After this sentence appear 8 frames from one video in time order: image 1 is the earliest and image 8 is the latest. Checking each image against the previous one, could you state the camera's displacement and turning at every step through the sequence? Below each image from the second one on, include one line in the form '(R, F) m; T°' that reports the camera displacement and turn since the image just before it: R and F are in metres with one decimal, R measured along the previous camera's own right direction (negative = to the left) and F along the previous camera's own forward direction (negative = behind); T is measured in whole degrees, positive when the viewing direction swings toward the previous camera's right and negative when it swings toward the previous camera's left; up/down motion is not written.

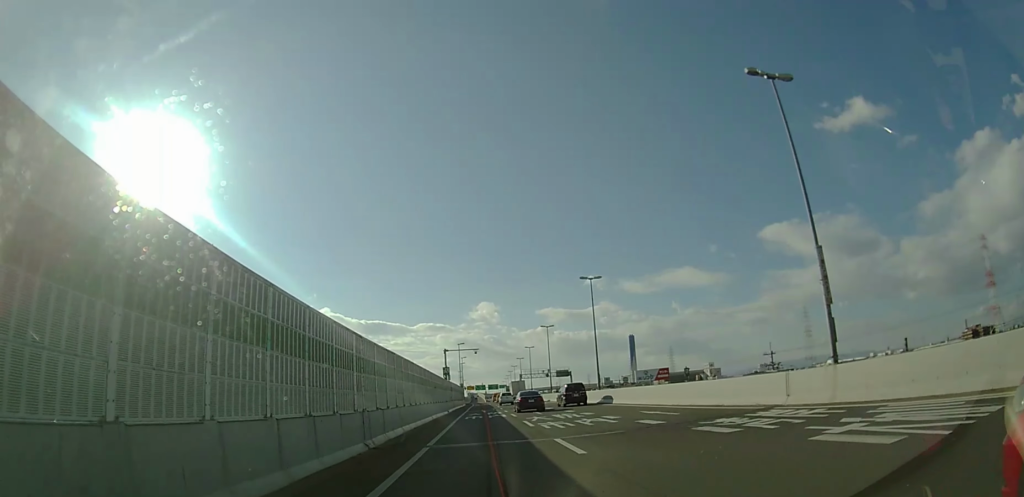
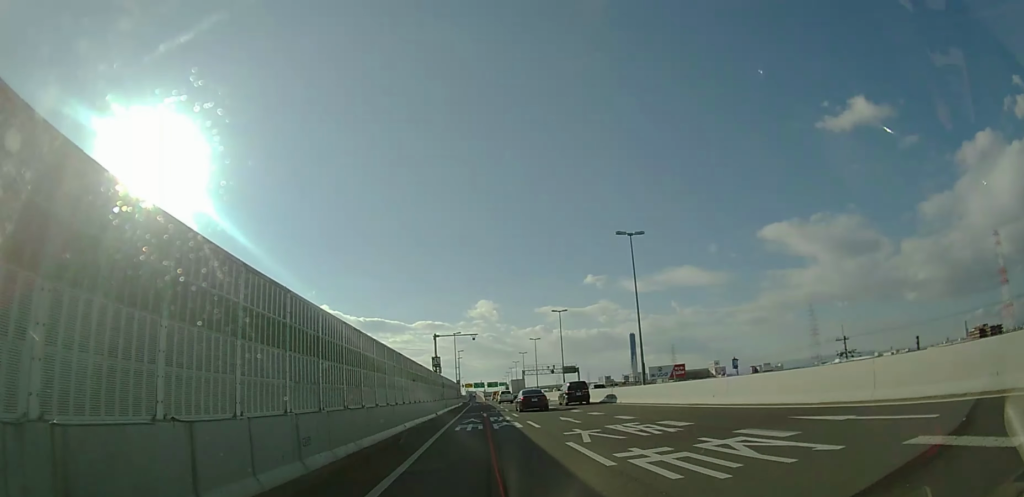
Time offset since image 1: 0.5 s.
(0.0, +11.9) m; +1°
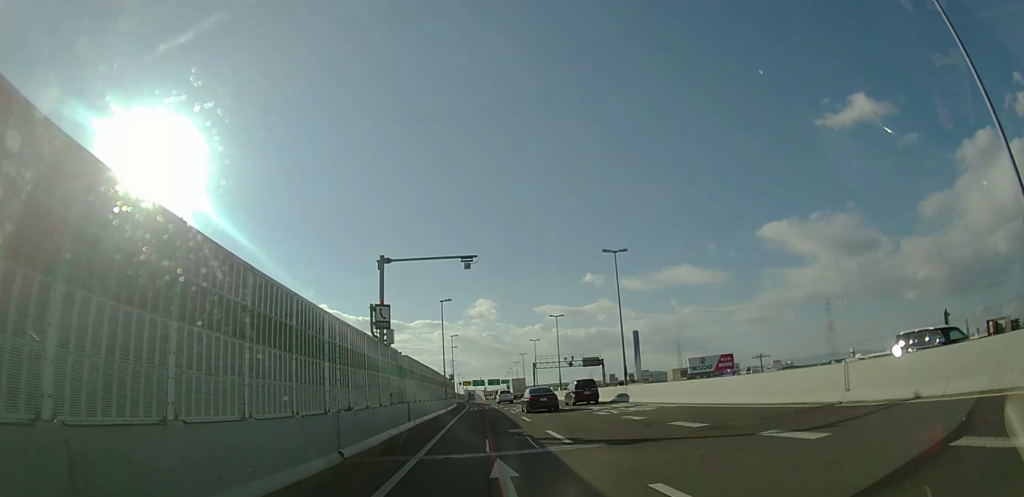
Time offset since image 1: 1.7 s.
(+0.4, +25.9) m; +1°
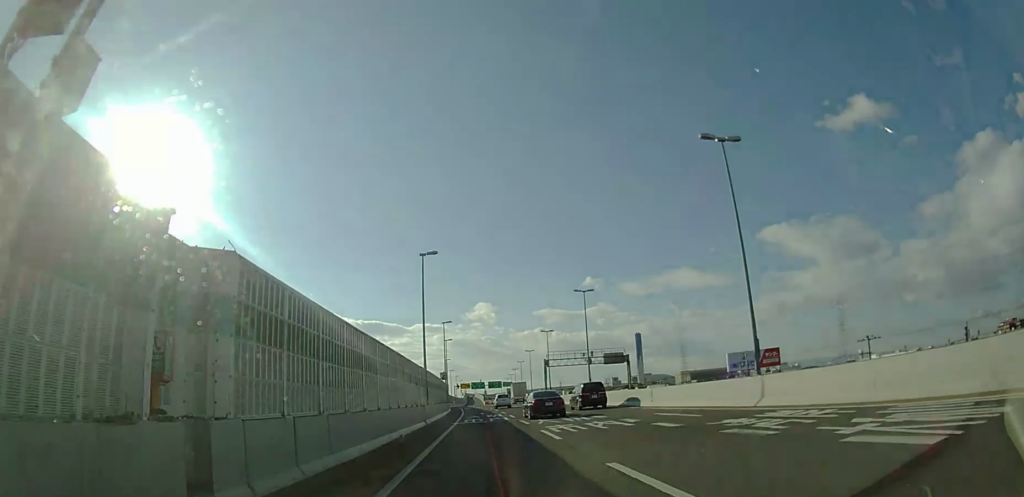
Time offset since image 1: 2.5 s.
(+0.1, +17.6) m; 0°
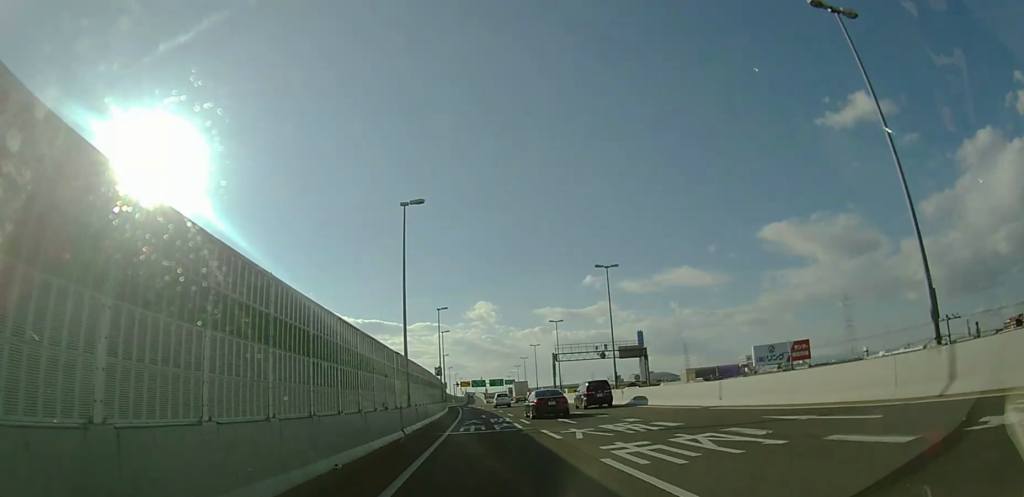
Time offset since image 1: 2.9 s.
(0.0, +9.5) m; 0°
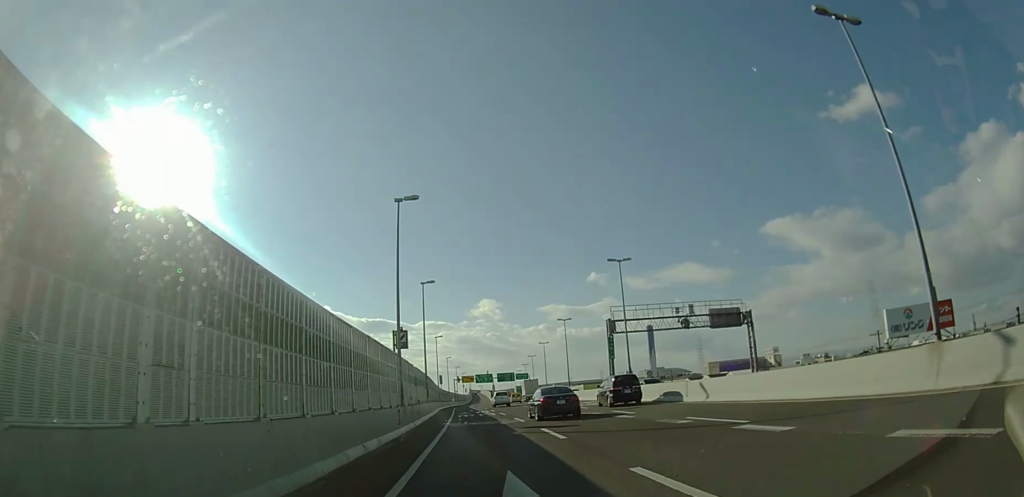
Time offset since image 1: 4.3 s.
(-0.4, +29.1) m; -1°
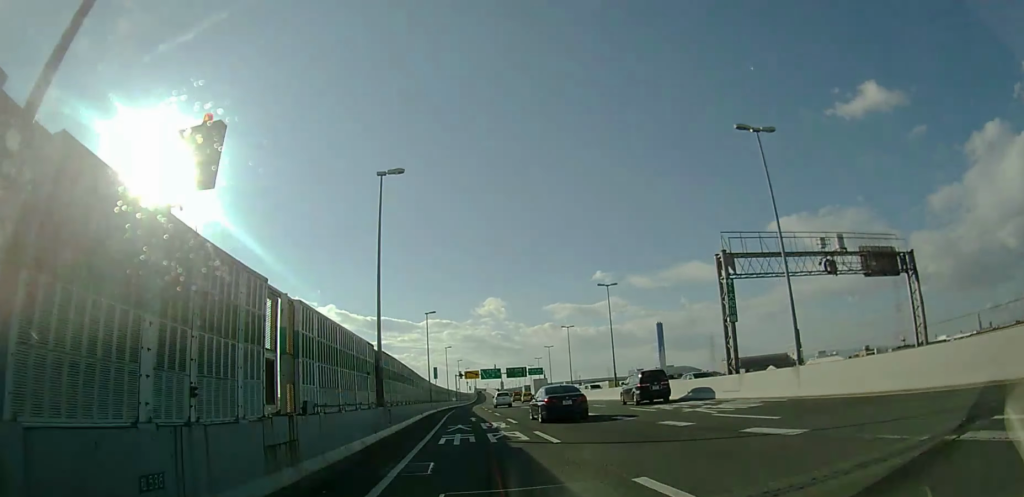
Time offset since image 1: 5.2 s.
(-0.2, +21.1) m; -1°
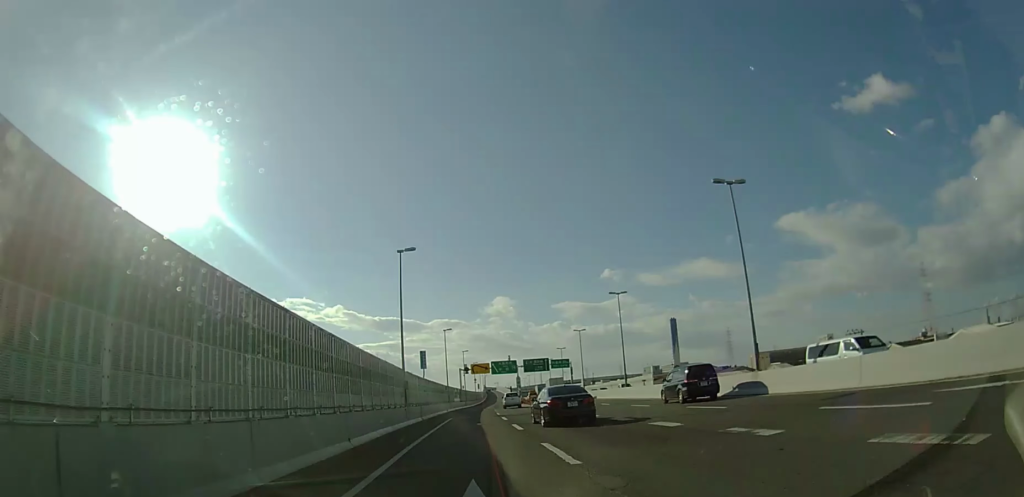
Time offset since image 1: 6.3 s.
(-0.2, +24.0) m; -1°
